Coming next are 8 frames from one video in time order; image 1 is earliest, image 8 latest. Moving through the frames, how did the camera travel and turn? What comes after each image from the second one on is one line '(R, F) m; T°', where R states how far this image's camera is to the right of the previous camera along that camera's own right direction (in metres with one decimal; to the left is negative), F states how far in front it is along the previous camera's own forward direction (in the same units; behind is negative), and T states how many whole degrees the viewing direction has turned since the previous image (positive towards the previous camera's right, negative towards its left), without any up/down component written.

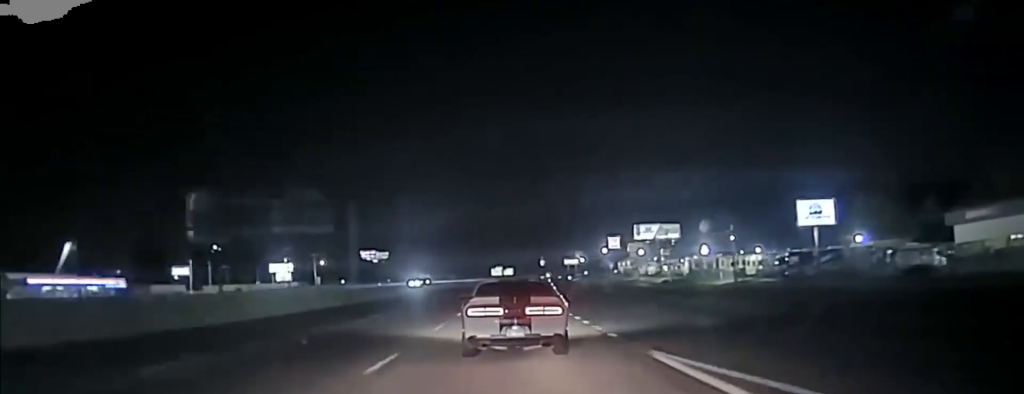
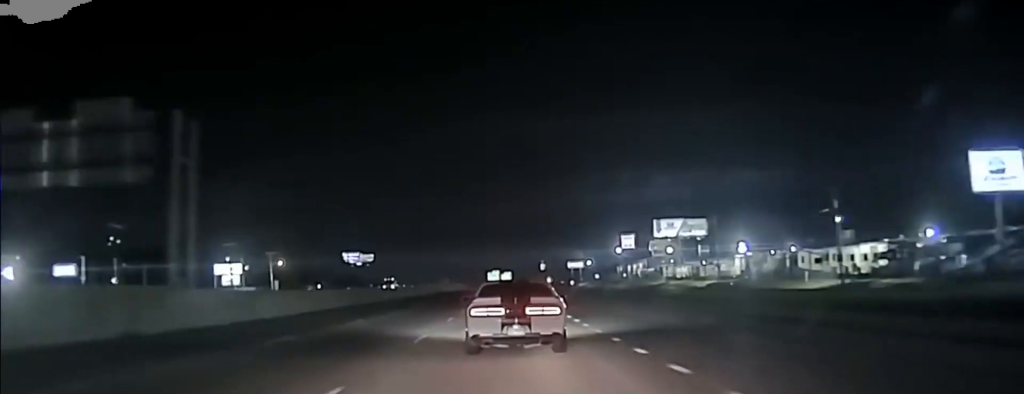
(-0.3, +40.2) m; 0°
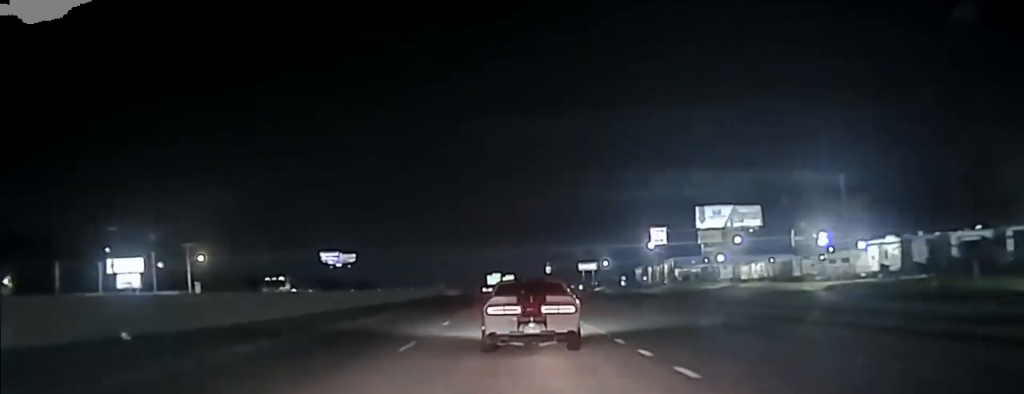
(+0.6, +51.1) m; 0°
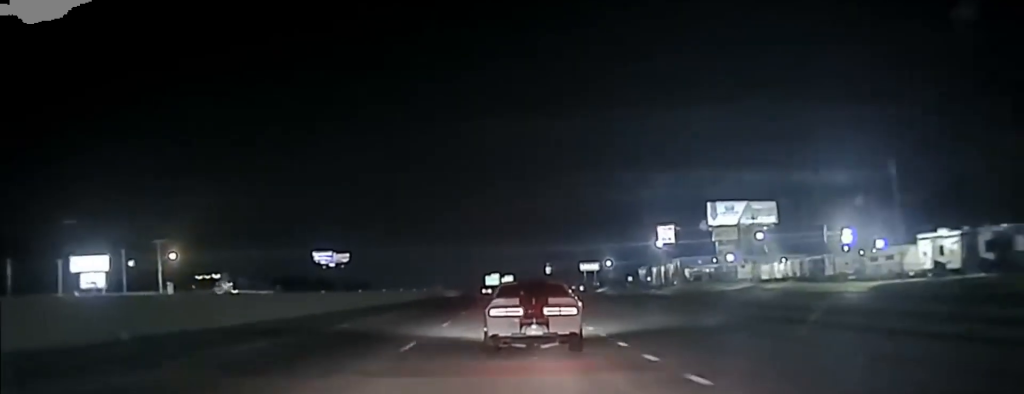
(0.0, +11.7) m; 0°
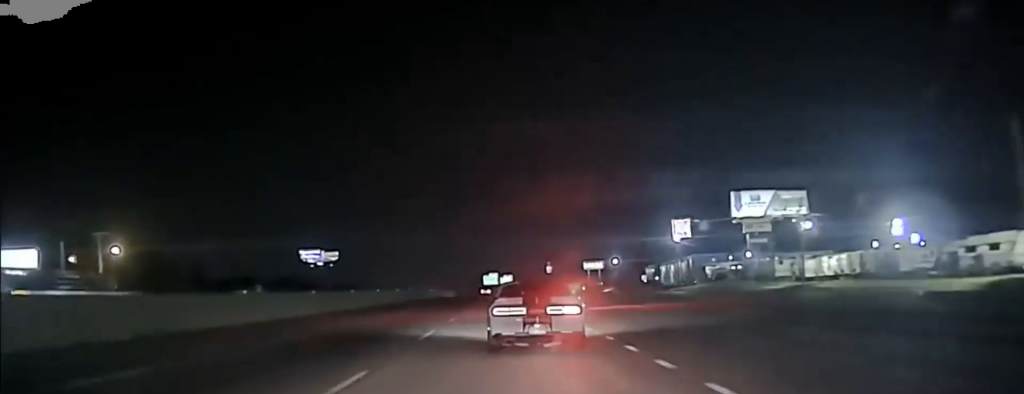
(-0.1, +19.6) m; 0°
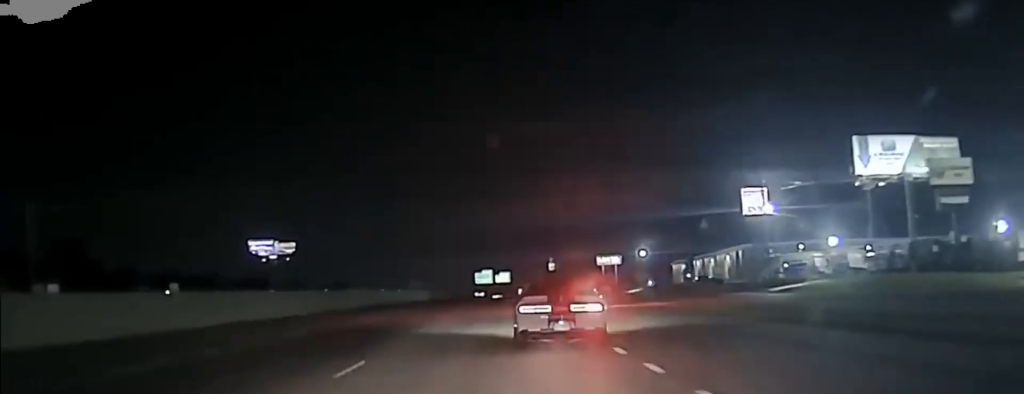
(+1.3, +59.9) m; +1°
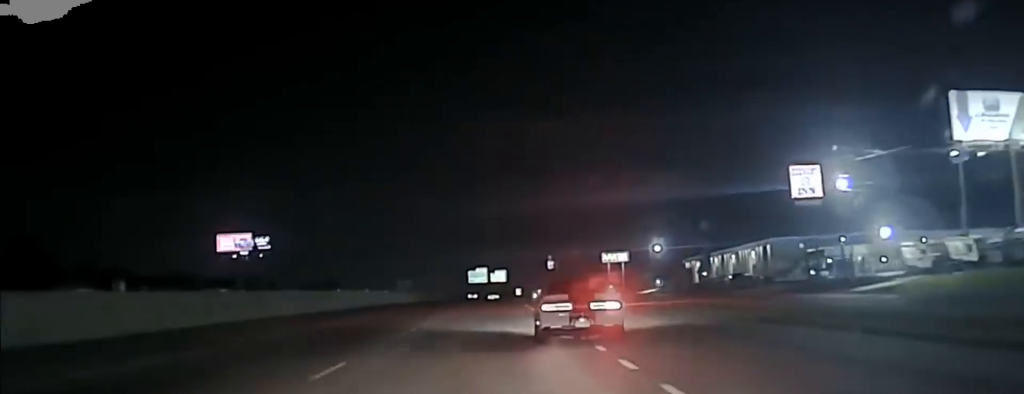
(-0.9, +25.0) m; 0°
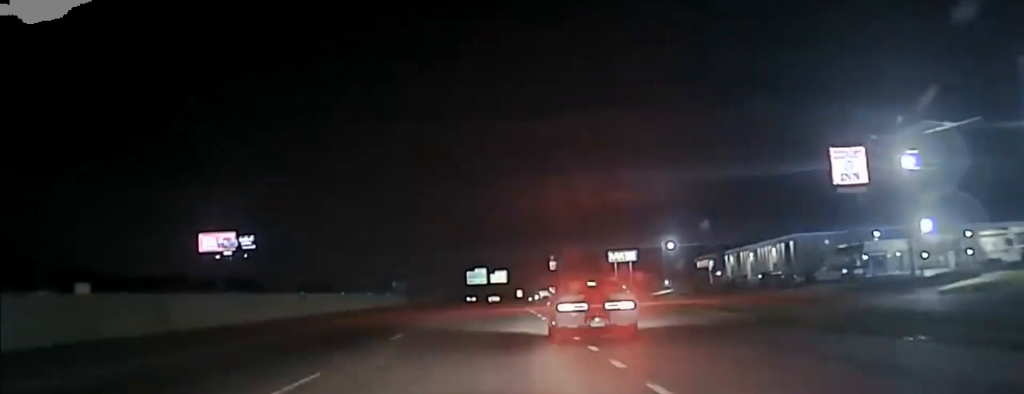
(+0.2, +14.3) m; +1°
